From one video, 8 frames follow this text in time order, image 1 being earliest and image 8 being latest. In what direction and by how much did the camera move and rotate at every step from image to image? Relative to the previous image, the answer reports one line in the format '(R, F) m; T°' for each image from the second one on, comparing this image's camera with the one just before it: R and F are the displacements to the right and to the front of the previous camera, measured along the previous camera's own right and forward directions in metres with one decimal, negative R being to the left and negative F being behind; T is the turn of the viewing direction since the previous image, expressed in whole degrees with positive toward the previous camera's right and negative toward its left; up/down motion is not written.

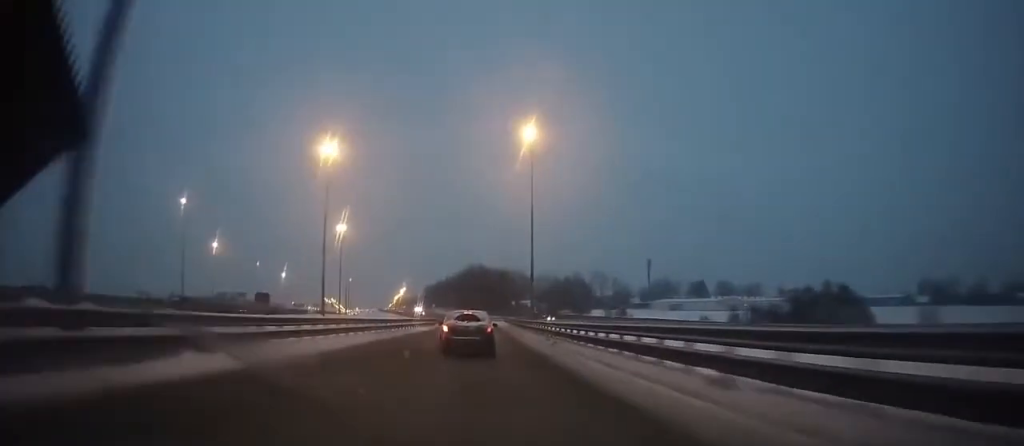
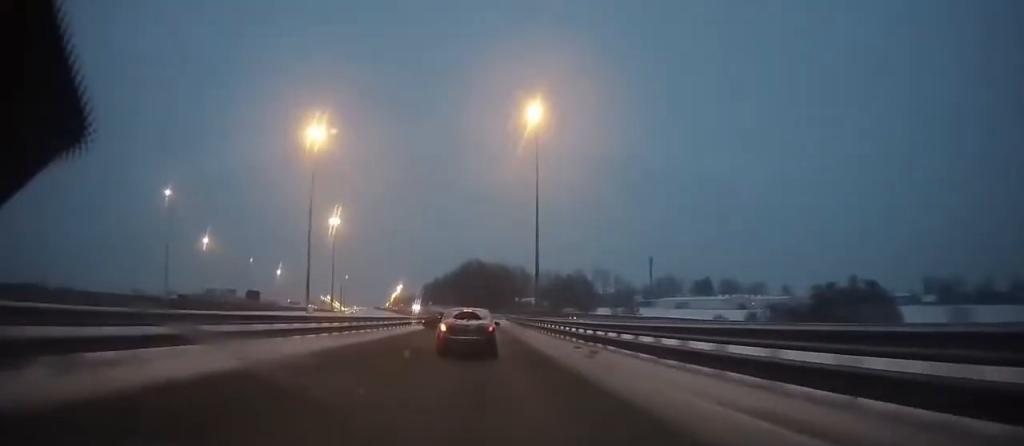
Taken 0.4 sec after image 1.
(+0.1, +8.5) m; 0°
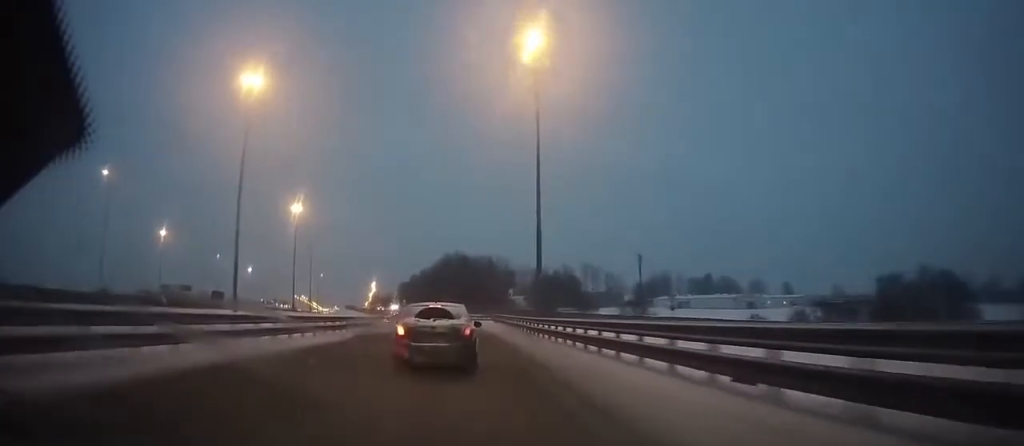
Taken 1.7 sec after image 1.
(+0.3, +23.6) m; +1°
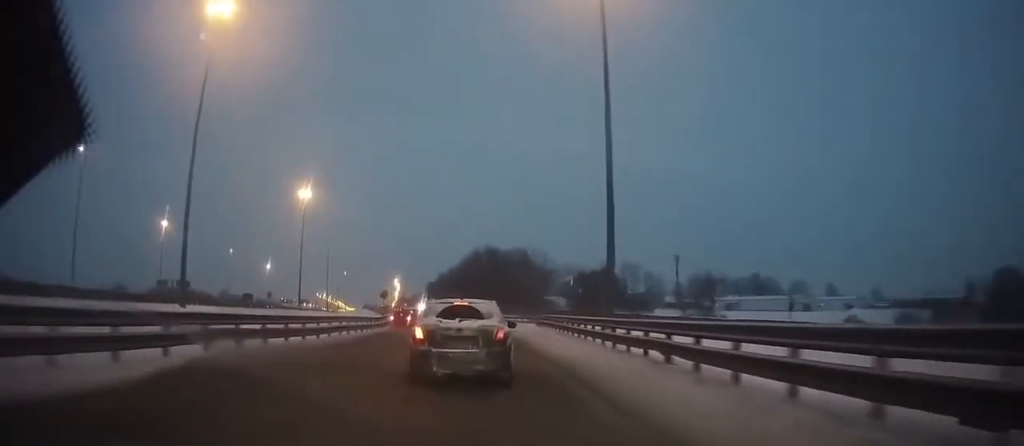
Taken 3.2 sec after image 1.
(-0.1, +22.3) m; -1°
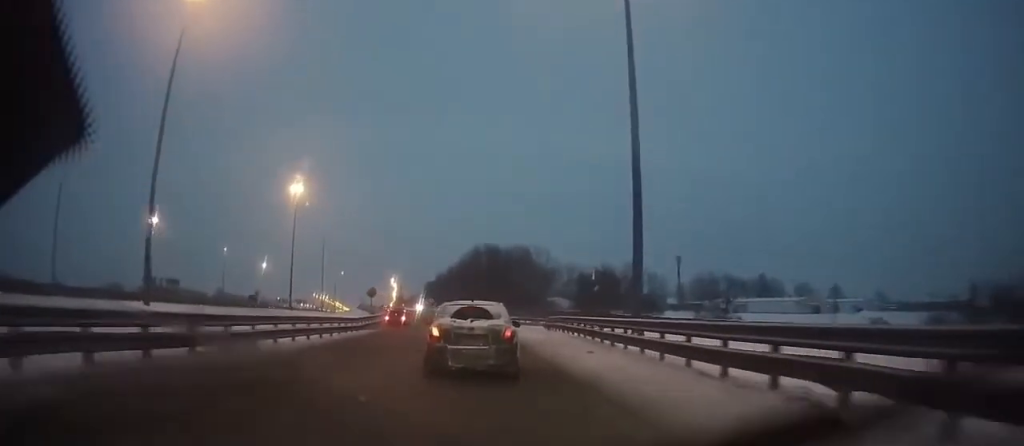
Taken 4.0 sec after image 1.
(0.0, +8.7) m; 0°
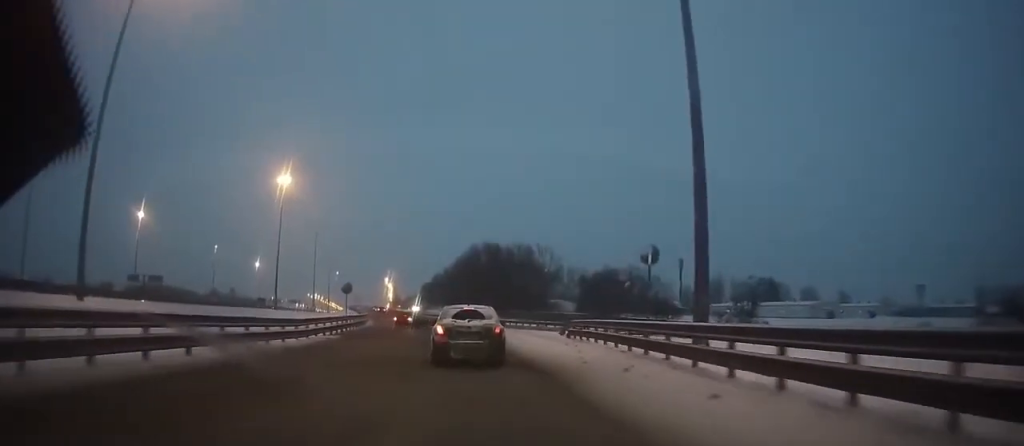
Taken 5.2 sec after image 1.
(-0.1, +10.5) m; 0°
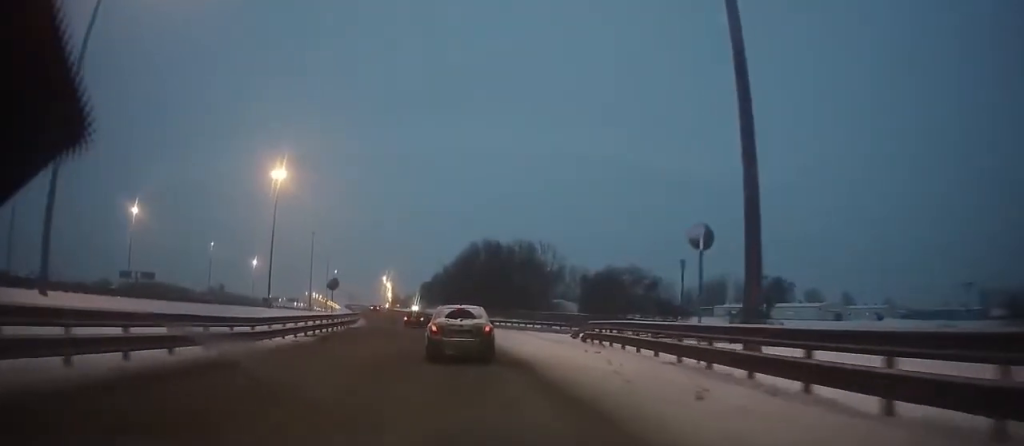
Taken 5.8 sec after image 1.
(0.0, +4.8) m; 0°
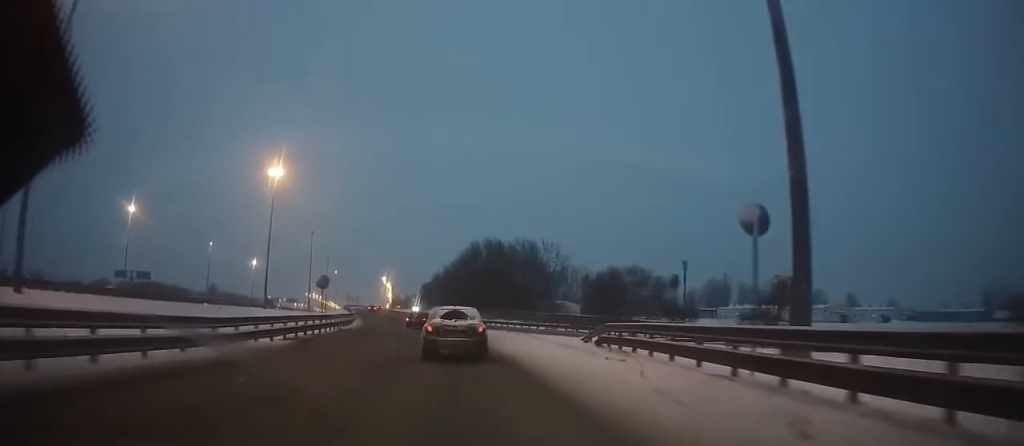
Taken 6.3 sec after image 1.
(0.0, +3.1) m; 0°
